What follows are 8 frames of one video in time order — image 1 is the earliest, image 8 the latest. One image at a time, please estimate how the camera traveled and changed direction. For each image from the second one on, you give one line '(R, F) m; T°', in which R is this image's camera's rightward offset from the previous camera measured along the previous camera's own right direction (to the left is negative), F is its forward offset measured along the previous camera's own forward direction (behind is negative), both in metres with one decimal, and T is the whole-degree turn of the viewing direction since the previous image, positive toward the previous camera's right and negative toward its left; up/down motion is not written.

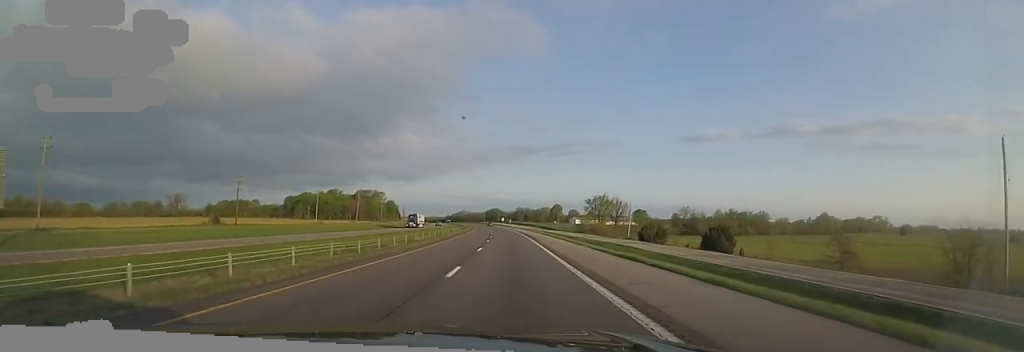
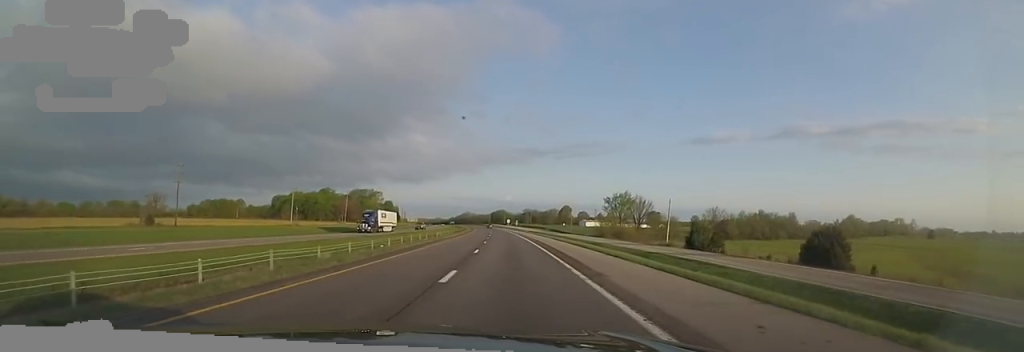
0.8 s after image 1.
(-0.1, +26.4) m; -2°
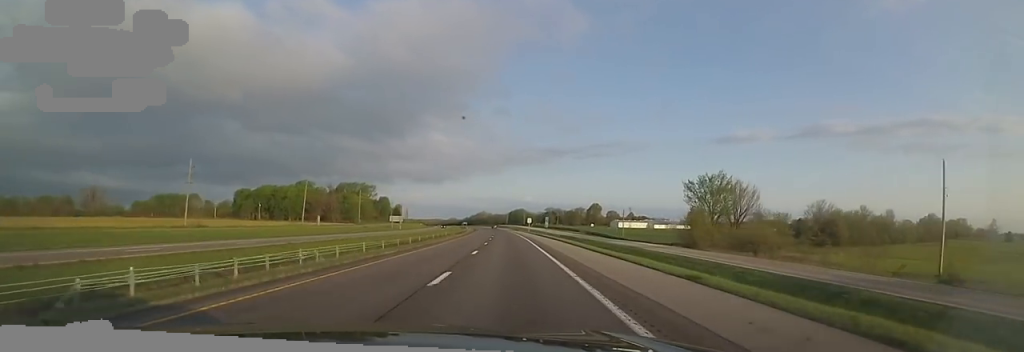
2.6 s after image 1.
(-1.0, +63.3) m; -1°
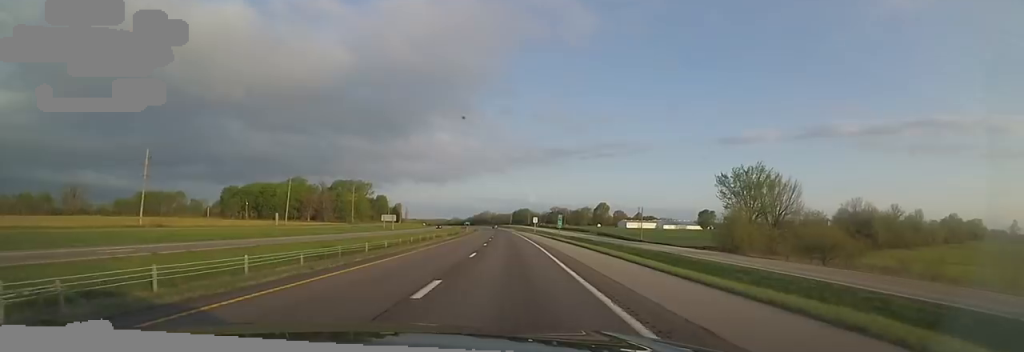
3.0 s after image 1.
(-0.2, +14.7) m; 0°
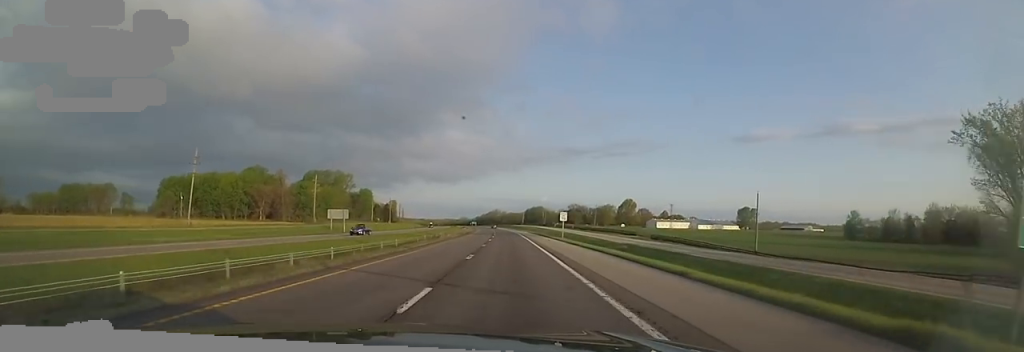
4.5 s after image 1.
(-0.6, +49.8) m; -1°
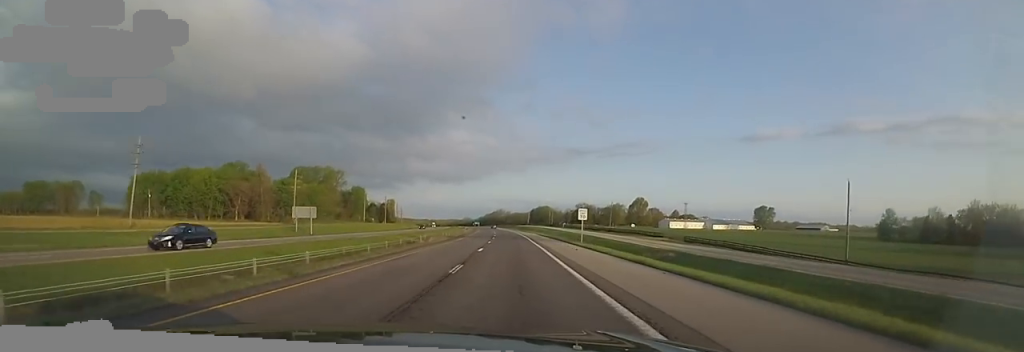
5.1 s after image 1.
(0.0, +17.3) m; -1°
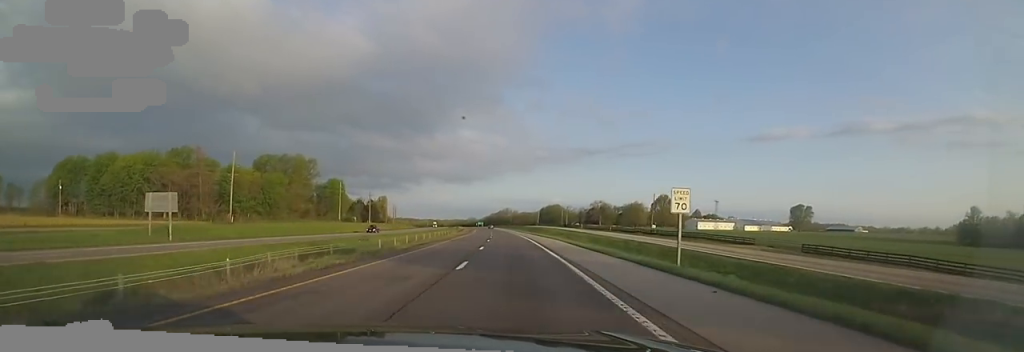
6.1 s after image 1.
(-0.4, +34.8) m; -2°
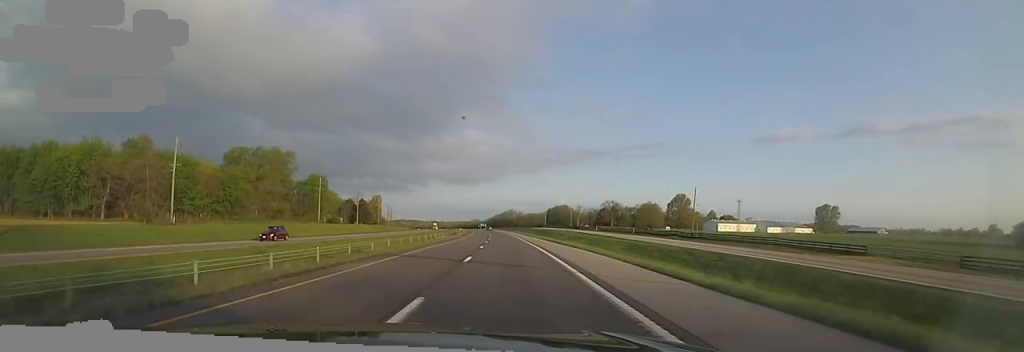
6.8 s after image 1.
(-0.2, +21.0) m; -1°
